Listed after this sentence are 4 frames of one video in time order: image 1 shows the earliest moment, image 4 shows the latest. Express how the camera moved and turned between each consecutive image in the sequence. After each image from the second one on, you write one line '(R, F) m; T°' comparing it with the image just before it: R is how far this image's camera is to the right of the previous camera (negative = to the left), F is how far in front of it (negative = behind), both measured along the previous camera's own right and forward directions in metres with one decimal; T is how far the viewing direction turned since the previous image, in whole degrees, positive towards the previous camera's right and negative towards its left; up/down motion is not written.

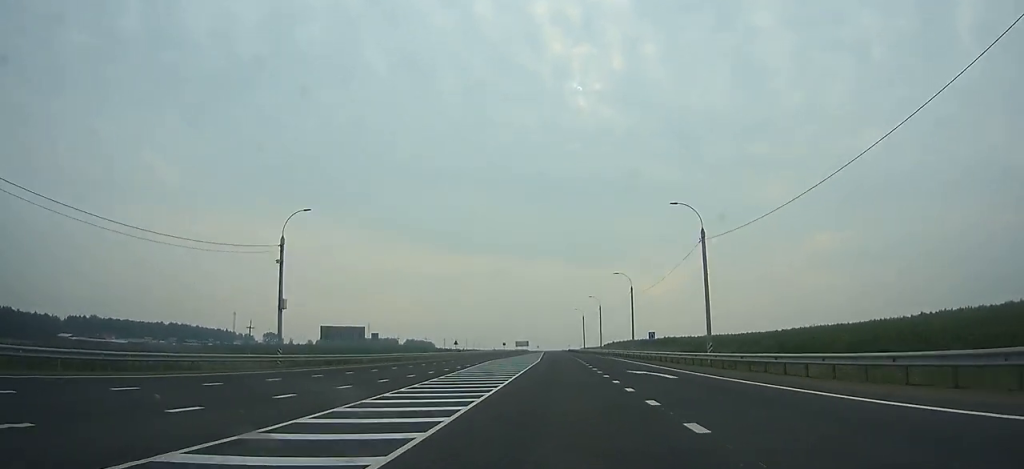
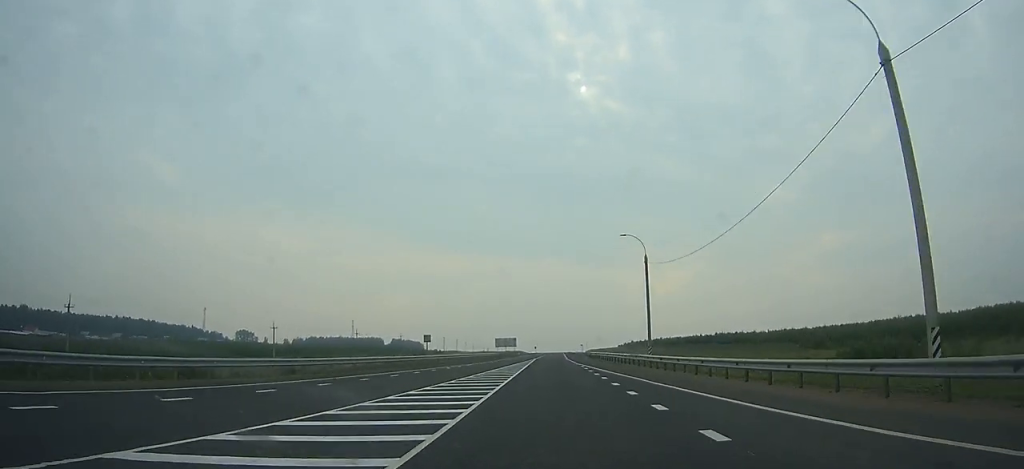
(-0.3, +91.2) m; 0°
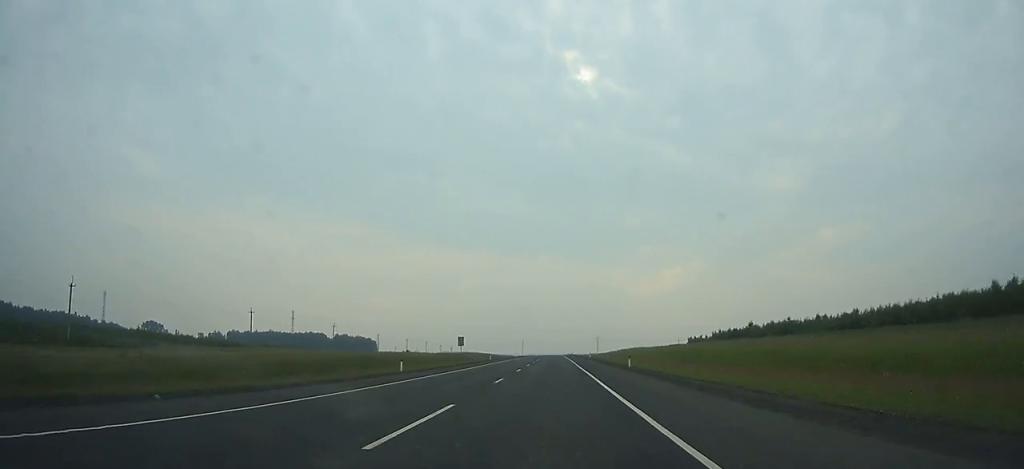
(+1.2, +201.1) m; +1°
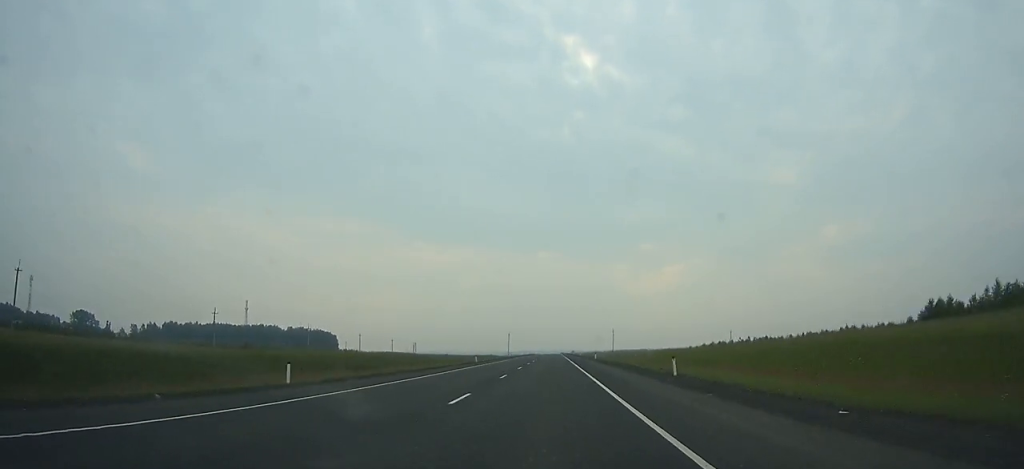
(+0.1, +113.6) m; 0°
